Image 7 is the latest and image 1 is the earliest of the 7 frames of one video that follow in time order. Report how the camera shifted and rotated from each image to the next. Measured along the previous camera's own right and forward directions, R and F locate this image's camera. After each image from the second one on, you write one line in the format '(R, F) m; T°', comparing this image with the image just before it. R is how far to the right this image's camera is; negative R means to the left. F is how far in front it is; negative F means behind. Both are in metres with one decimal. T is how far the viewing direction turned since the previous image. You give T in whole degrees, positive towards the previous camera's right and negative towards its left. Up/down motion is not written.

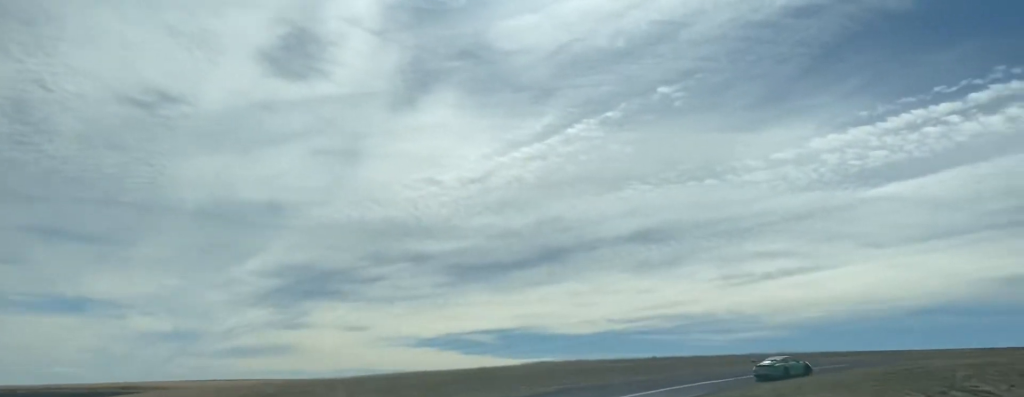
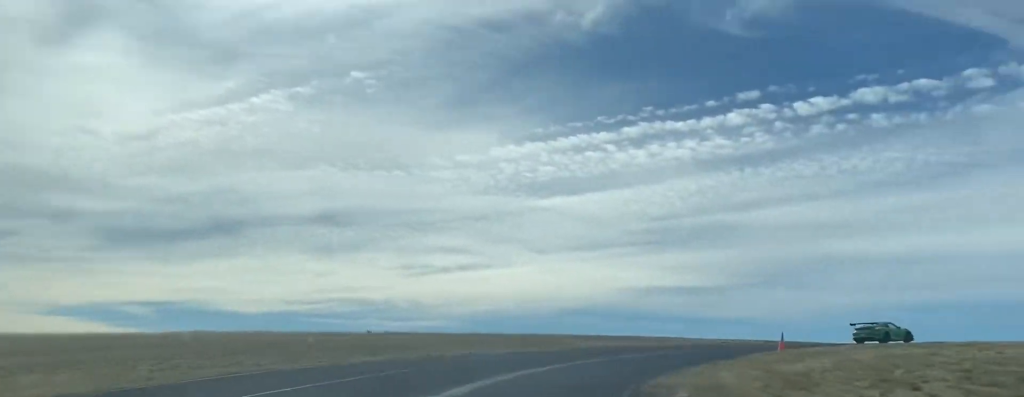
(+4.4, +30.6) m; +26°
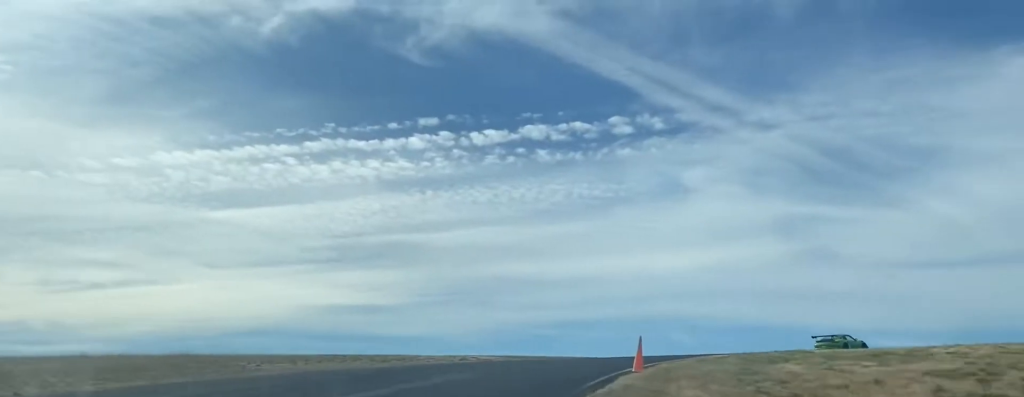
(+4.4, +19.9) m; +28°
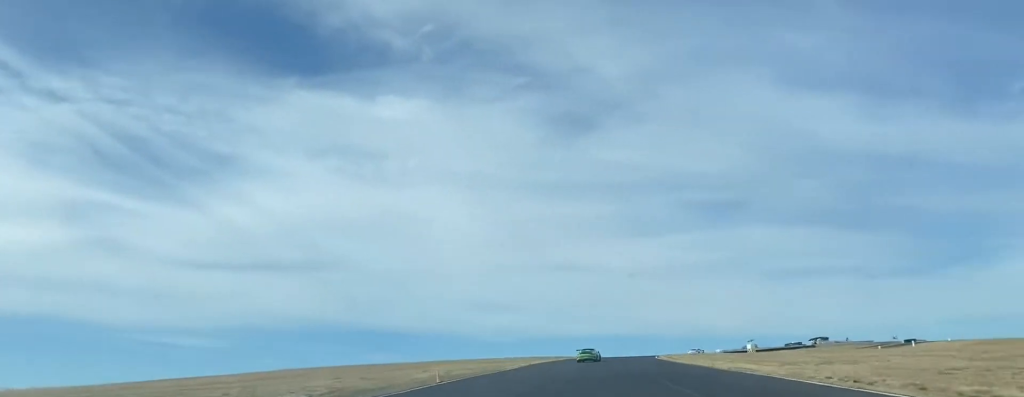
(+25.1, +44.7) m; +44°
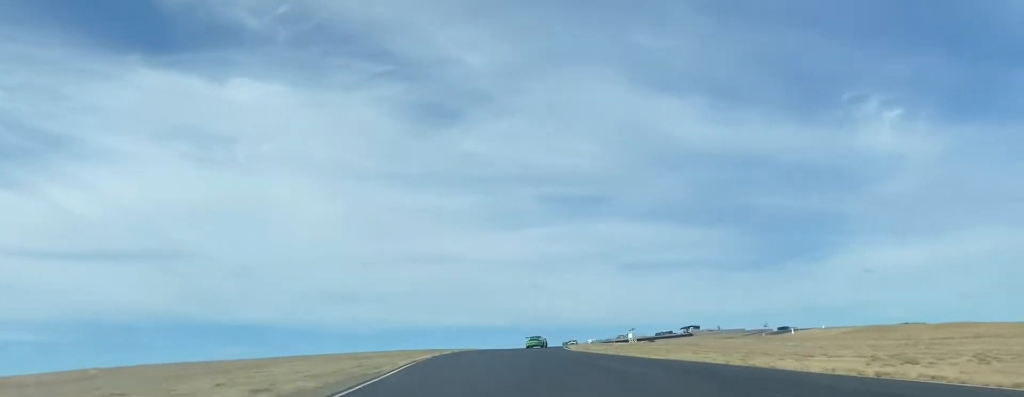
(+1.8, +26.1) m; +7°
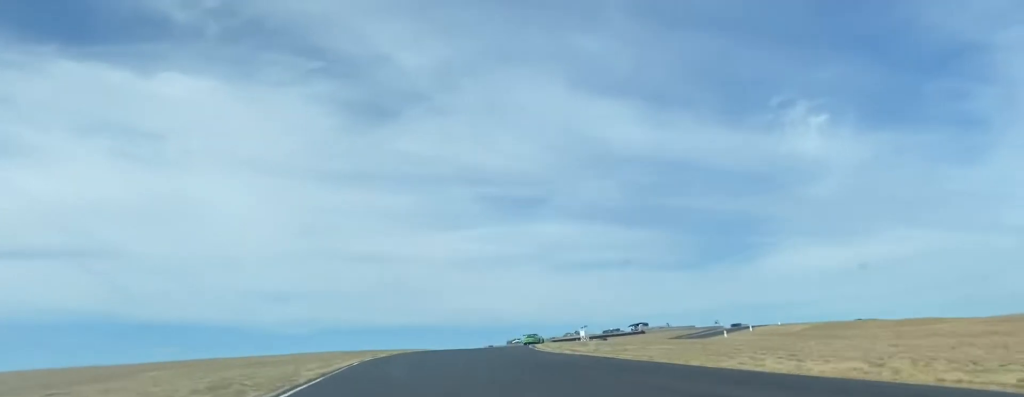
(+0.8, +18.6) m; +4°
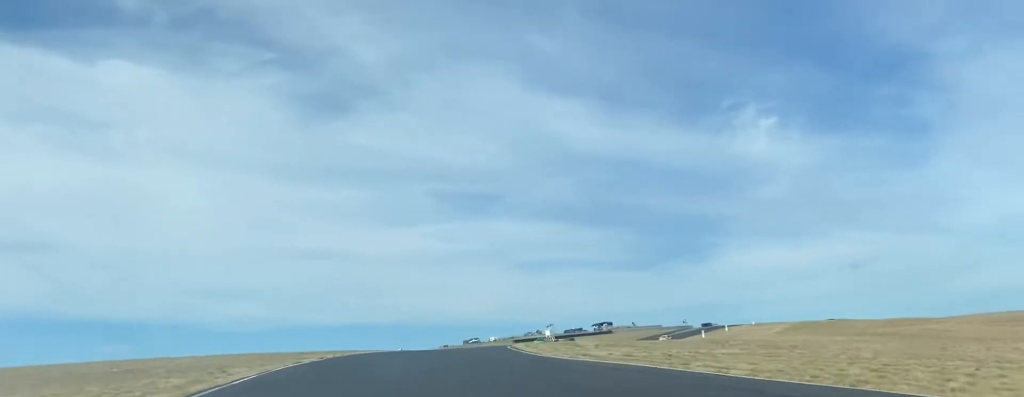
(+0.4, +18.0) m; +1°
